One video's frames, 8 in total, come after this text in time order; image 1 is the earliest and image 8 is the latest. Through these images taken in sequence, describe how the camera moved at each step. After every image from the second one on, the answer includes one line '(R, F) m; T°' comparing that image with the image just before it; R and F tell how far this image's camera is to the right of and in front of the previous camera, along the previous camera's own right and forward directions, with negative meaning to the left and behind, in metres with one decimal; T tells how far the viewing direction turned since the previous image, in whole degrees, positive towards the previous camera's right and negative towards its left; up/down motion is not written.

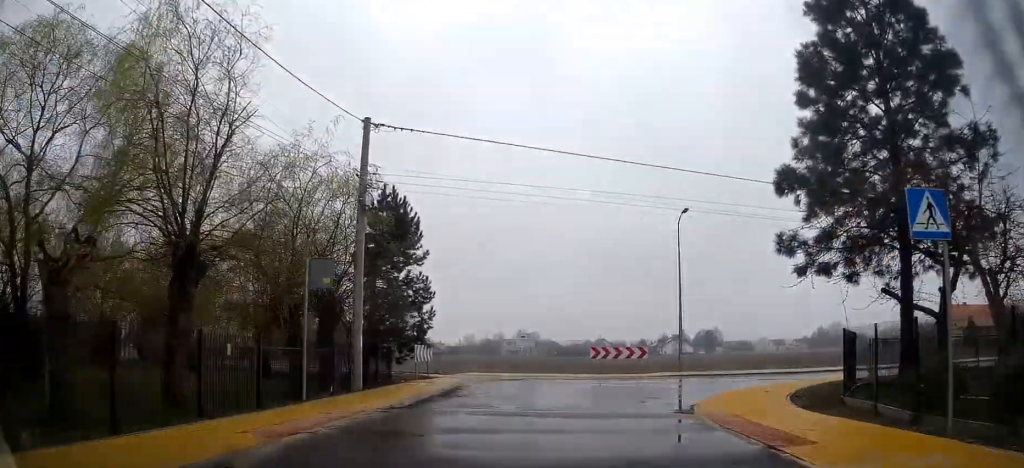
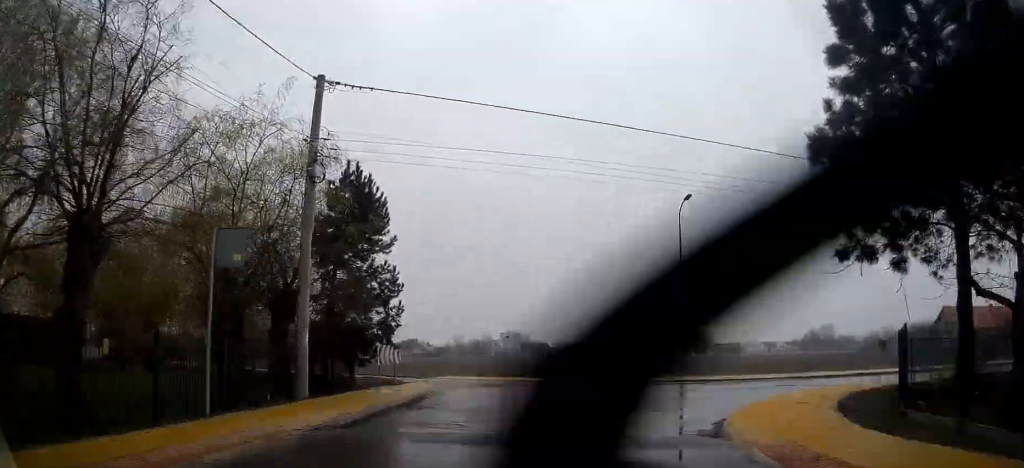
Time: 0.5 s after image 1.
(-0.1, +4.0) m; -1°
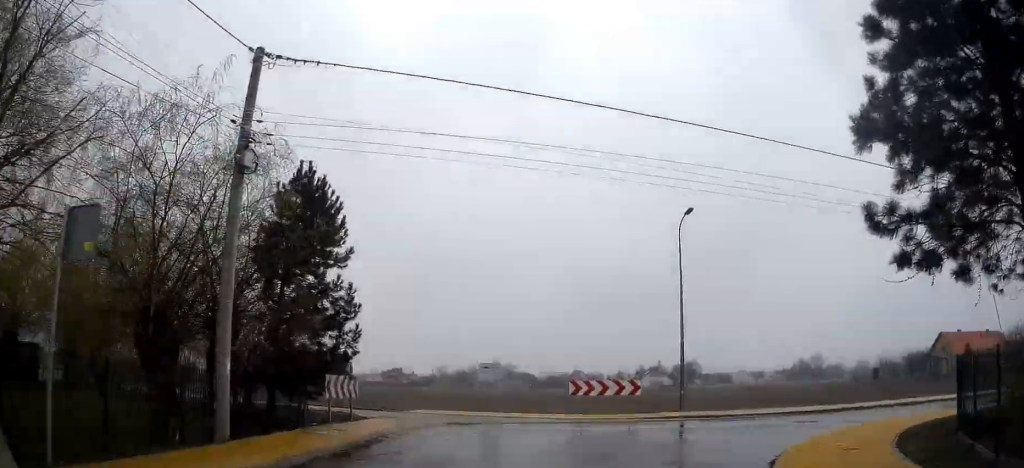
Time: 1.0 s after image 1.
(0.0, +3.5) m; +2°
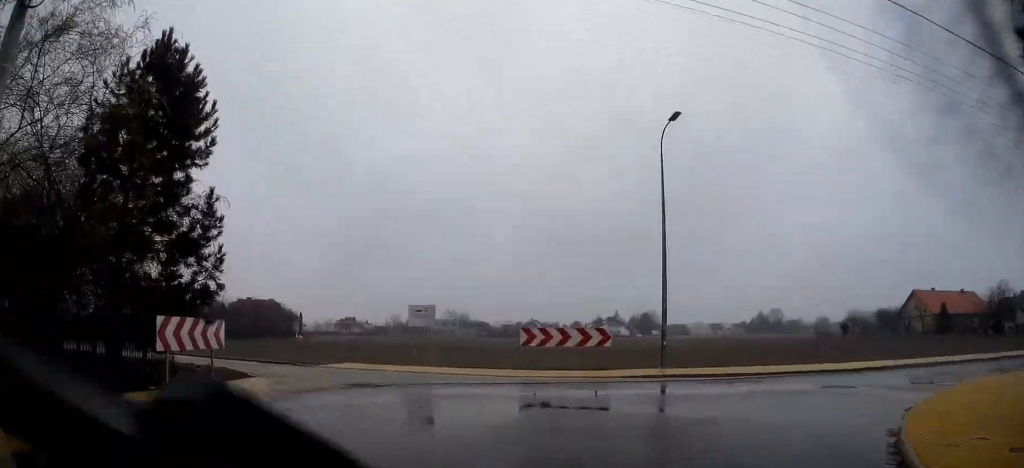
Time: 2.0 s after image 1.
(+0.3, +6.9) m; +8°
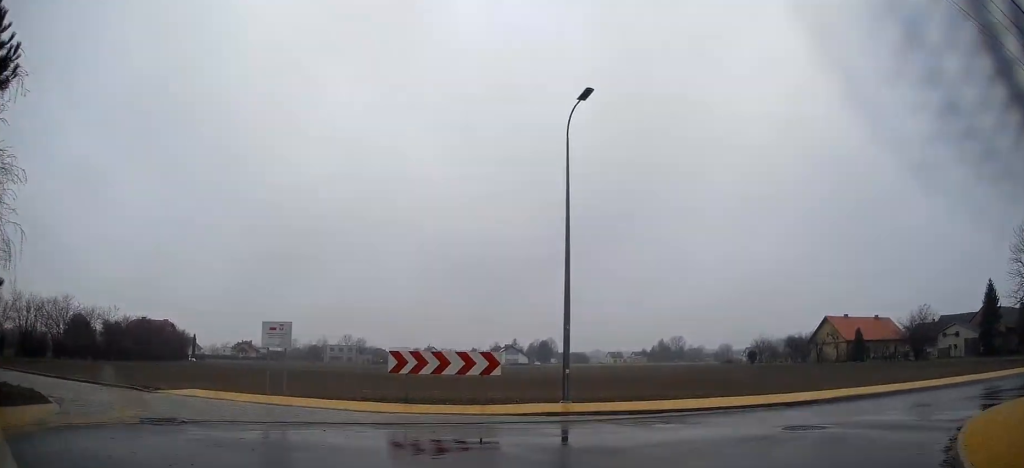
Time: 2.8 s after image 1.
(+0.3, +4.3) m; +9°
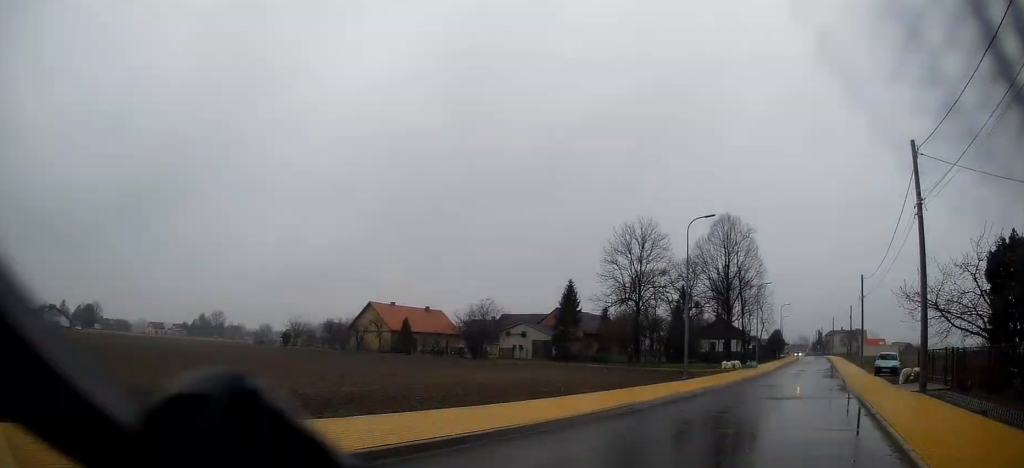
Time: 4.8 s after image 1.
(+3.0, +10.3) m; +36°
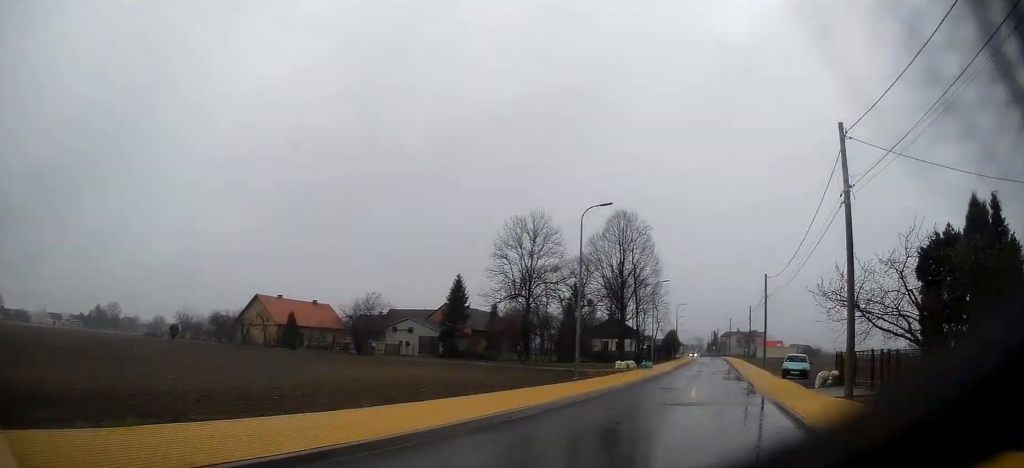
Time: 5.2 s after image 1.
(+0.2, +2.3) m; +9°
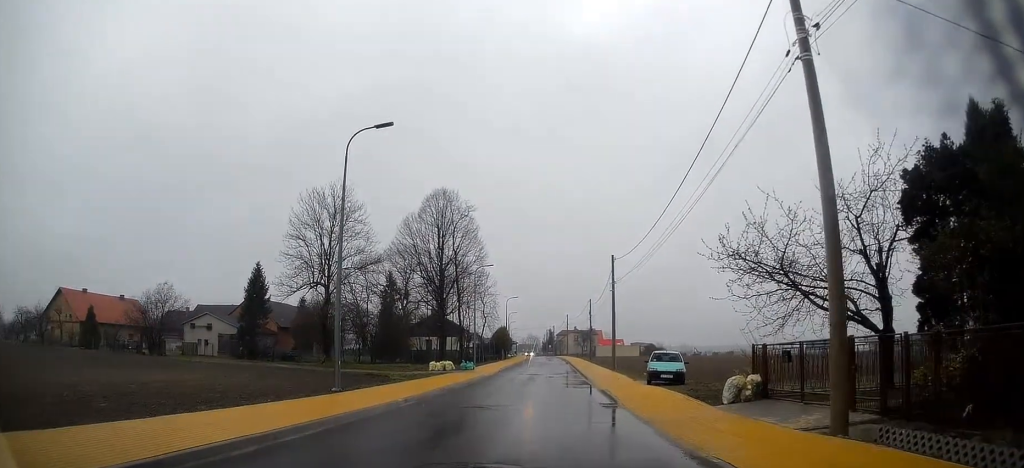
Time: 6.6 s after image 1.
(+2.0, +9.5) m; +16°
